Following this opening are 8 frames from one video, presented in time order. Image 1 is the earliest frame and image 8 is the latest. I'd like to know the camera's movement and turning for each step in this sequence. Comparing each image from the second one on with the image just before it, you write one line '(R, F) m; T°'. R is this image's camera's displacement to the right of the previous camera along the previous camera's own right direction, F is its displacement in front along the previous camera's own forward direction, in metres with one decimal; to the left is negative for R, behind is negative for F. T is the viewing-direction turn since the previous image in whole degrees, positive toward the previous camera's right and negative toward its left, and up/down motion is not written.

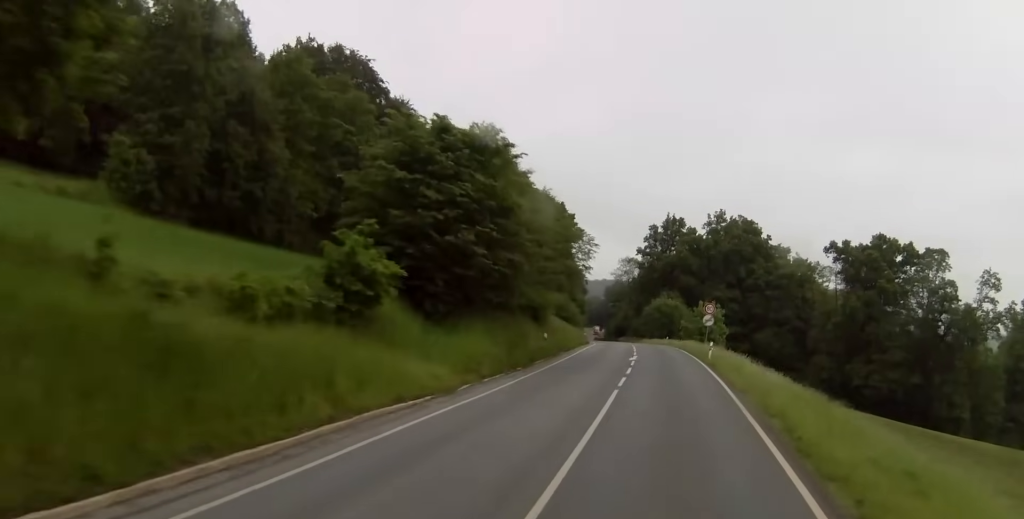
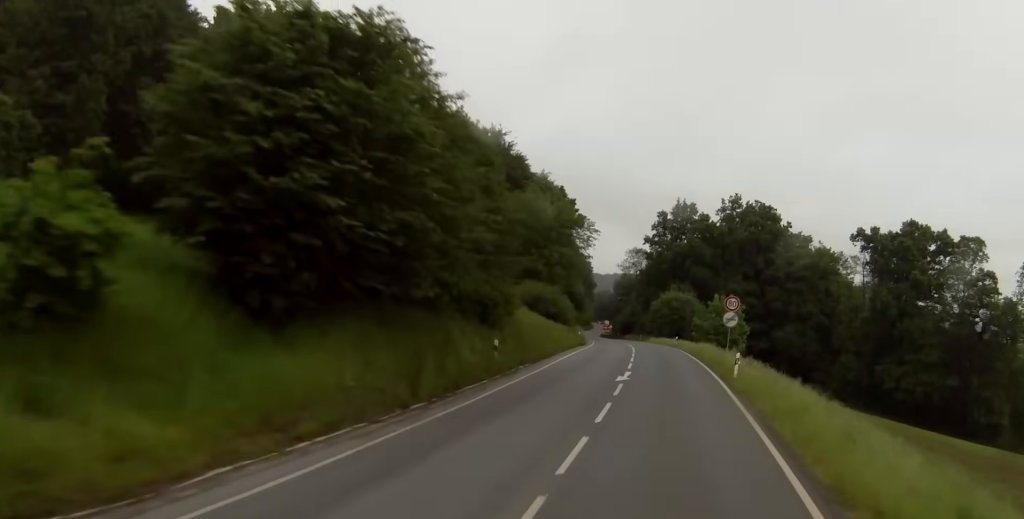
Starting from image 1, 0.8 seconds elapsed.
(-0.1, +15.2) m; 0°
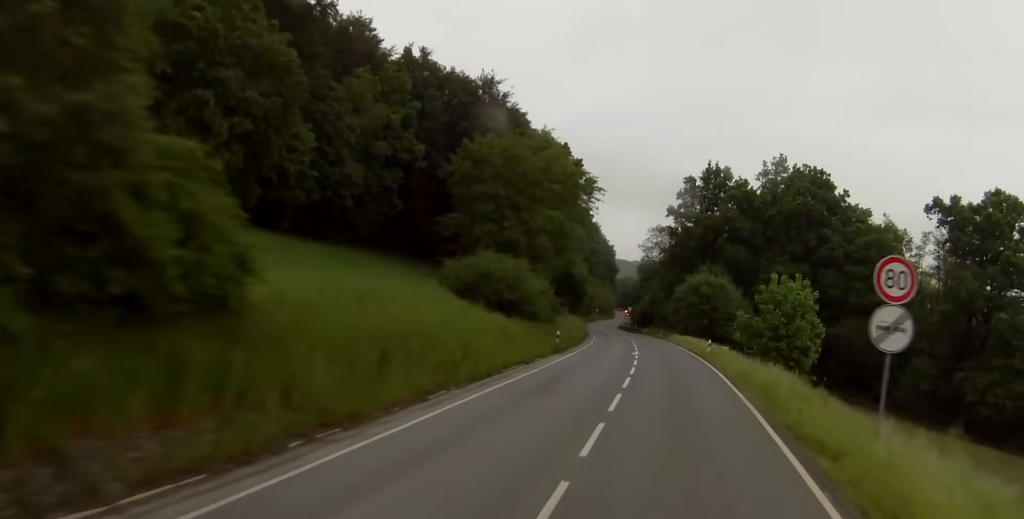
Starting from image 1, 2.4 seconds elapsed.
(0.0, +29.2) m; 0°
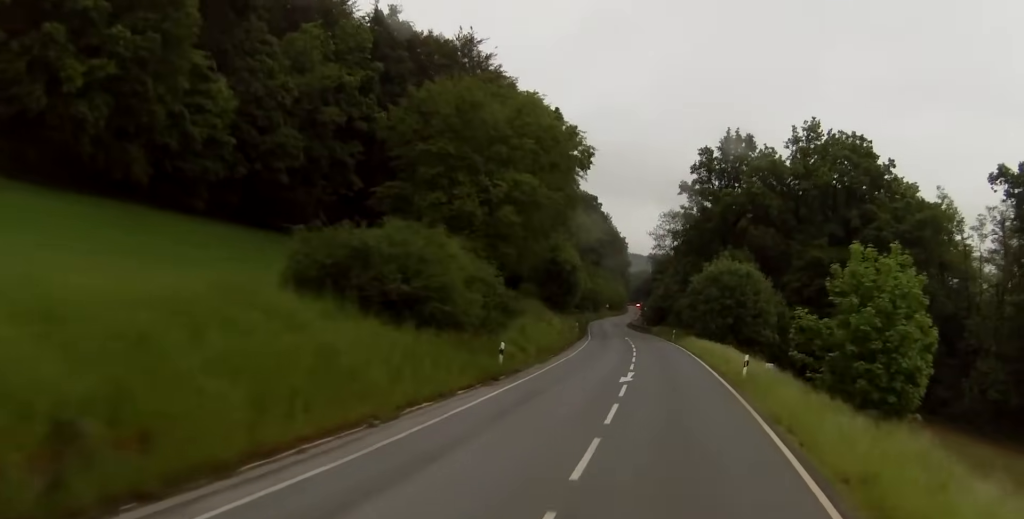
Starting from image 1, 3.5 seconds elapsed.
(-0.1, +19.8) m; -1°
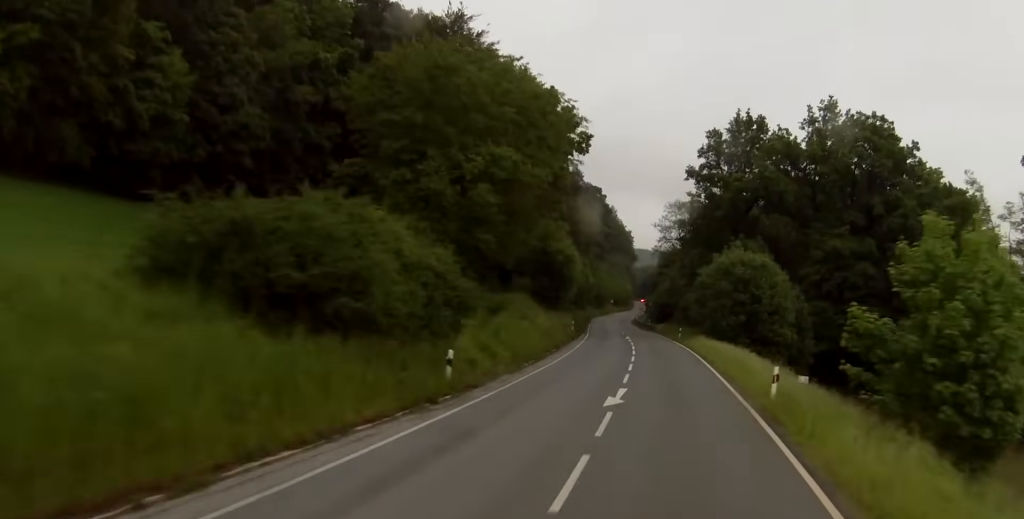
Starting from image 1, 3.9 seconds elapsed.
(-0.1, +8.1) m; 0°
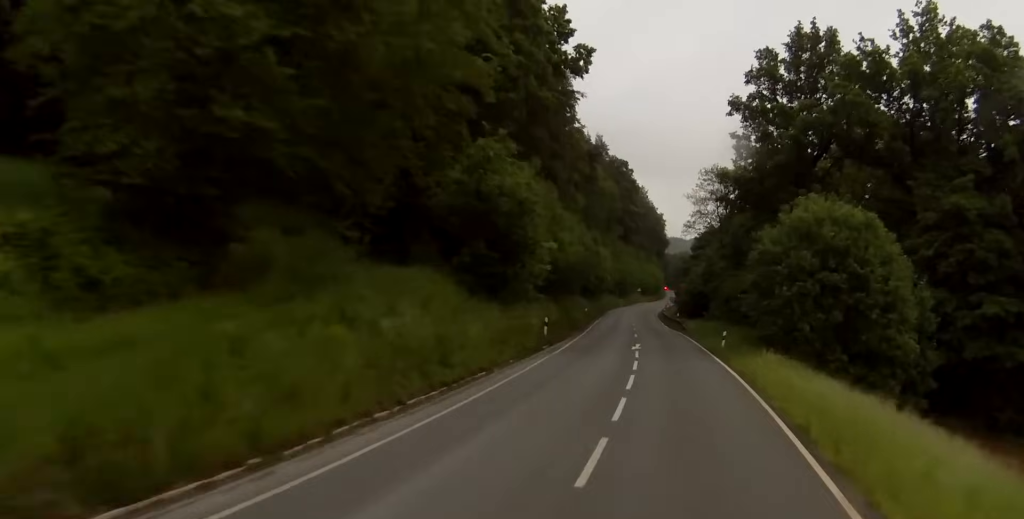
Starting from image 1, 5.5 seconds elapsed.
(-0.4, +29.2) m; -2°
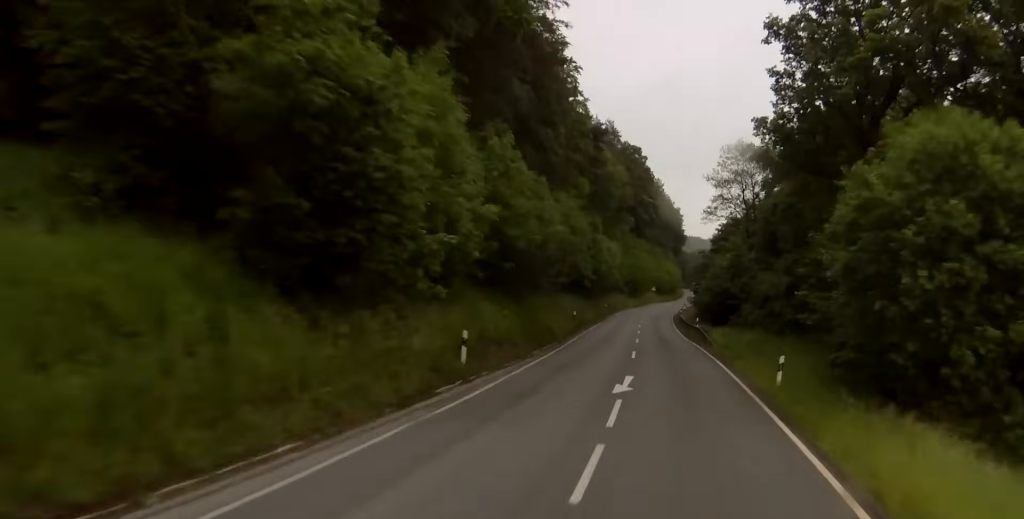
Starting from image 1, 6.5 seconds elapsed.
(-0.3, +19.2) m; -1°
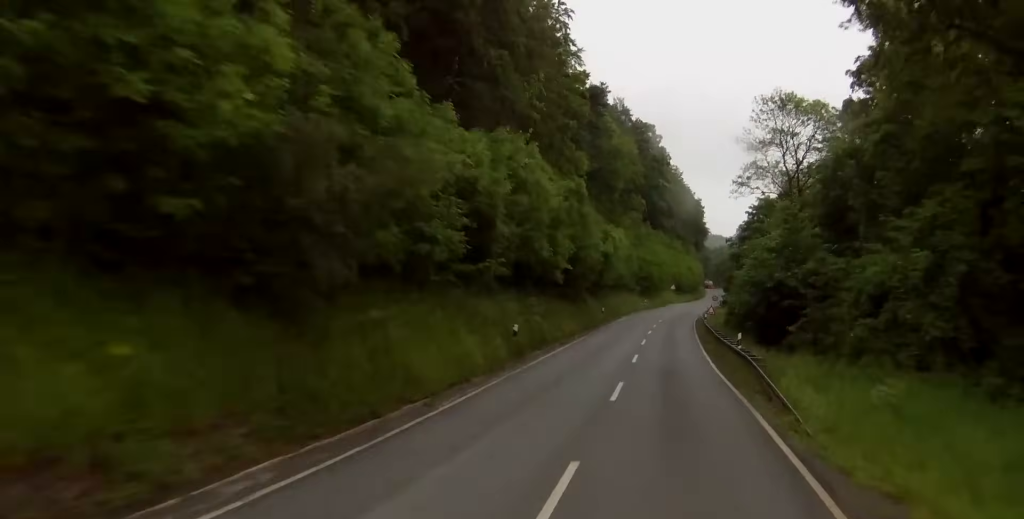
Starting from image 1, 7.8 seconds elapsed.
(-0.1, +25.7) m; -2°
